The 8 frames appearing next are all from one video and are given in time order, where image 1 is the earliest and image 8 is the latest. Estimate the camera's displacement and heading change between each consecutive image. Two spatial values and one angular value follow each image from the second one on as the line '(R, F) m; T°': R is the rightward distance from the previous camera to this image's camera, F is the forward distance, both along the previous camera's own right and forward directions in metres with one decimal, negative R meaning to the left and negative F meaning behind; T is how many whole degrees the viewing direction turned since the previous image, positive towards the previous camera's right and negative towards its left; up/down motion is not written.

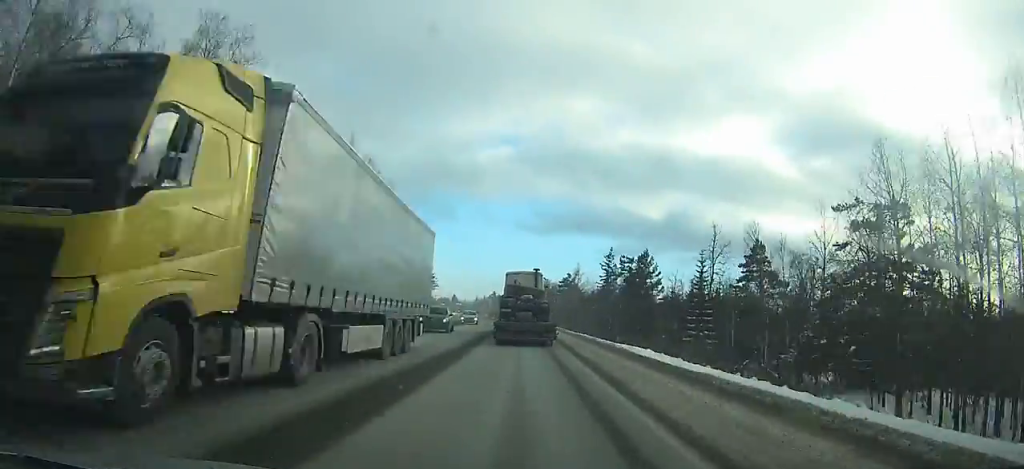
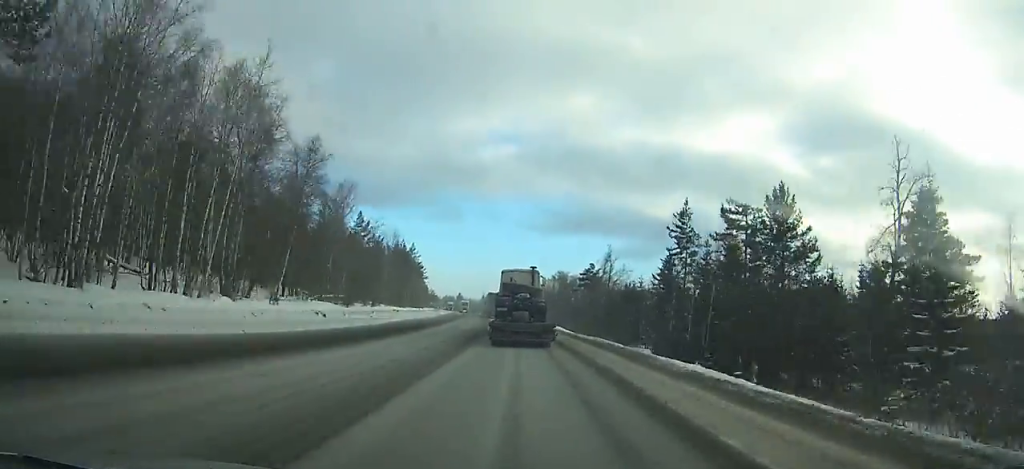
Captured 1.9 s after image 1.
(-0.2, +37.5) m; -2°
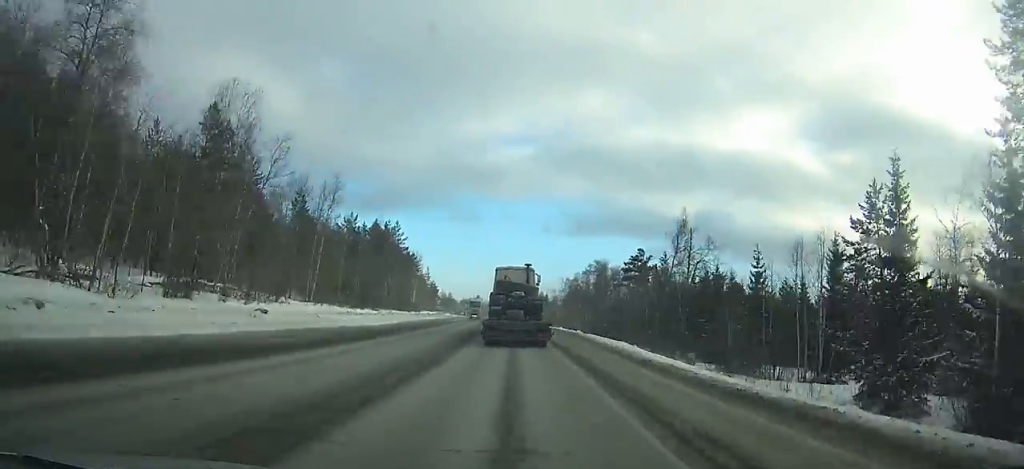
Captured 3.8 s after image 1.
(-0.5, +37.4) m; -2°
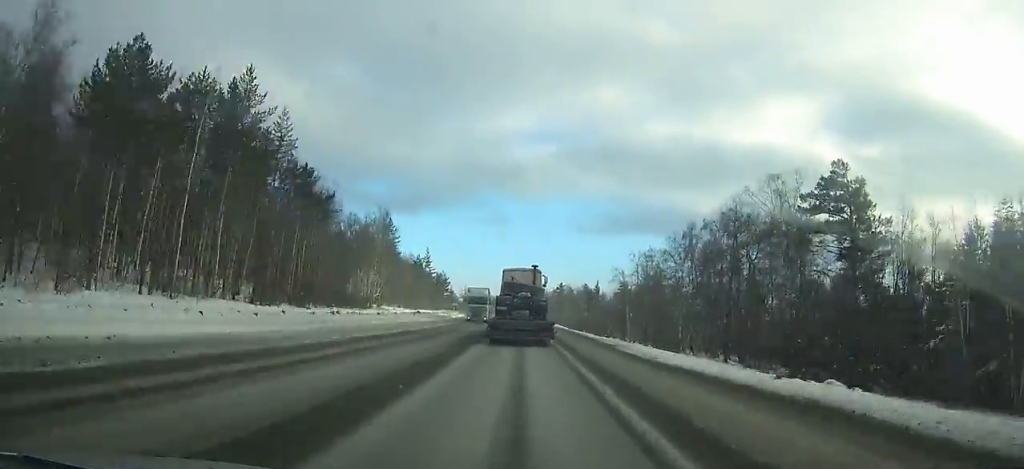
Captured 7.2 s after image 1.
(-1.9, +66.4) m; -3°
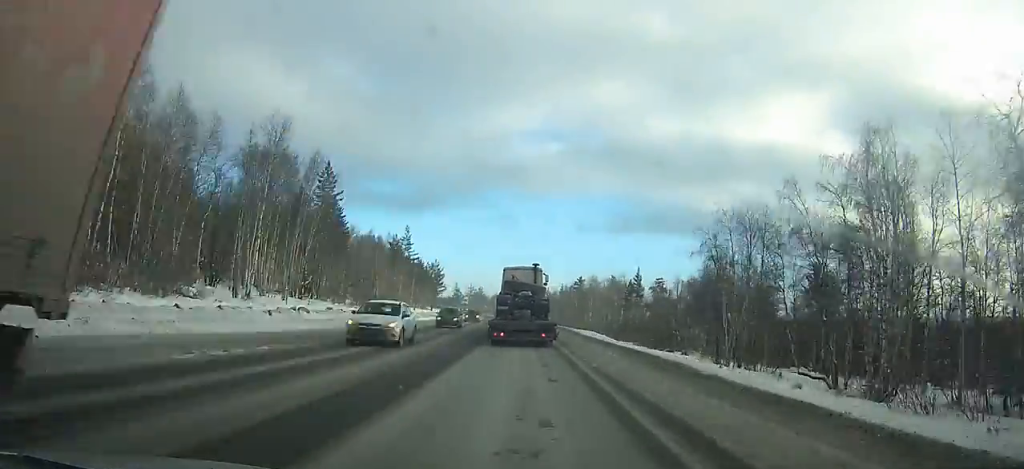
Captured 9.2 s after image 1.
(-0.5, +38.7) m; -1°
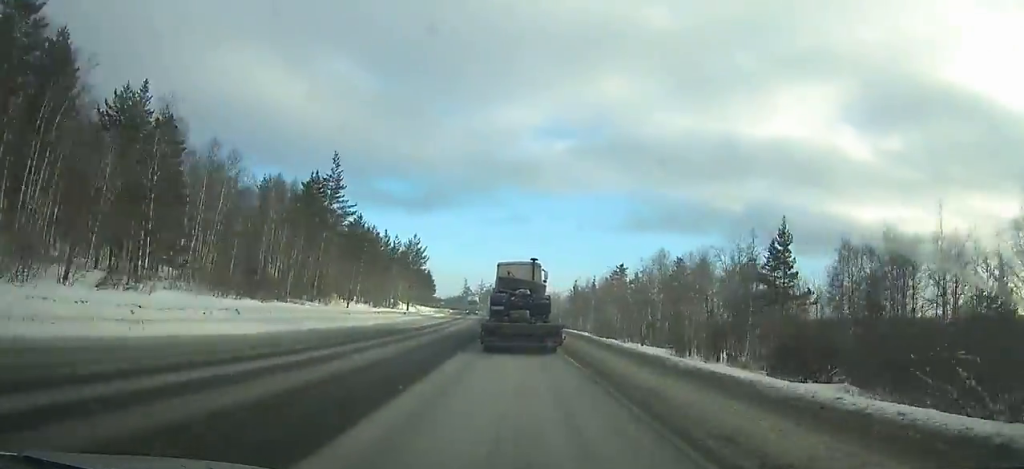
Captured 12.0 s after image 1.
(-0.9, +53.5) m; -2°
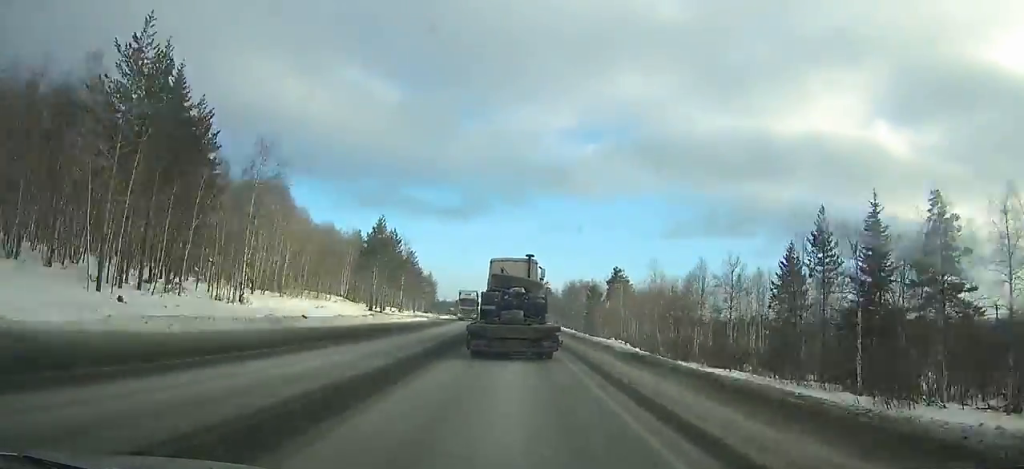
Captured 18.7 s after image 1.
(-5.2, +125.6) m; -5°
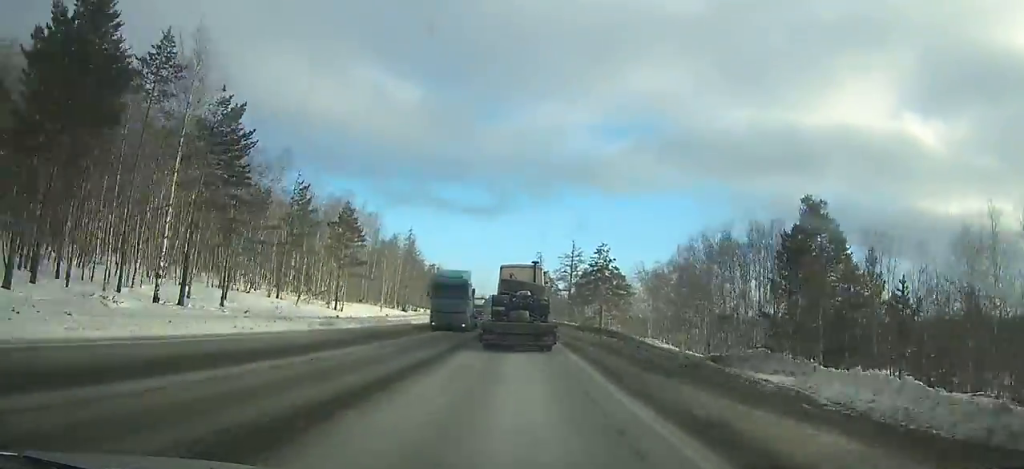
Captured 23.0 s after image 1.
(-1.4, +81.8) m; -1°
